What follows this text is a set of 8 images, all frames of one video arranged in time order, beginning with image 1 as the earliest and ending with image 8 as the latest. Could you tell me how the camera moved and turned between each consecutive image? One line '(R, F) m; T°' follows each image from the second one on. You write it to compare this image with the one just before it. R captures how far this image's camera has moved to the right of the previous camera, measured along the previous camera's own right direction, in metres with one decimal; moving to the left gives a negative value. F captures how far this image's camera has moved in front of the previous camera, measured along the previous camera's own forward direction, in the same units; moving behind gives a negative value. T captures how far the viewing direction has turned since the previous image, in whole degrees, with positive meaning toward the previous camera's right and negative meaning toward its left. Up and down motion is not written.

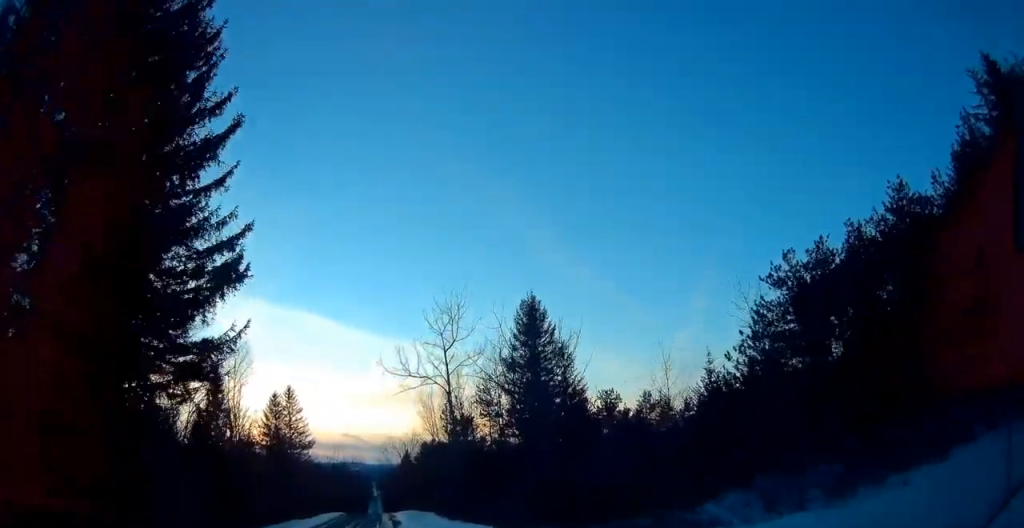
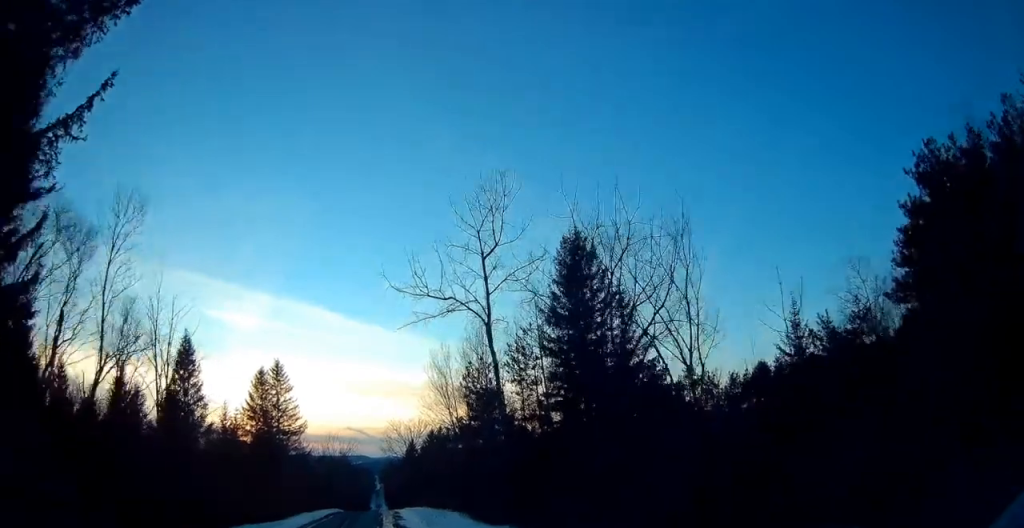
(+0.4, +14.4) m; 0°
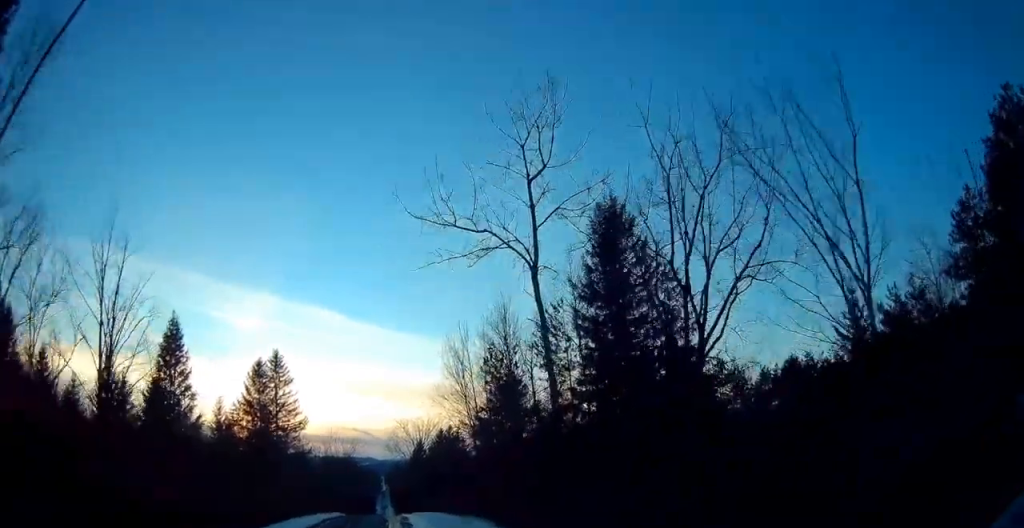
(-0.2, +6.6) m; -2°
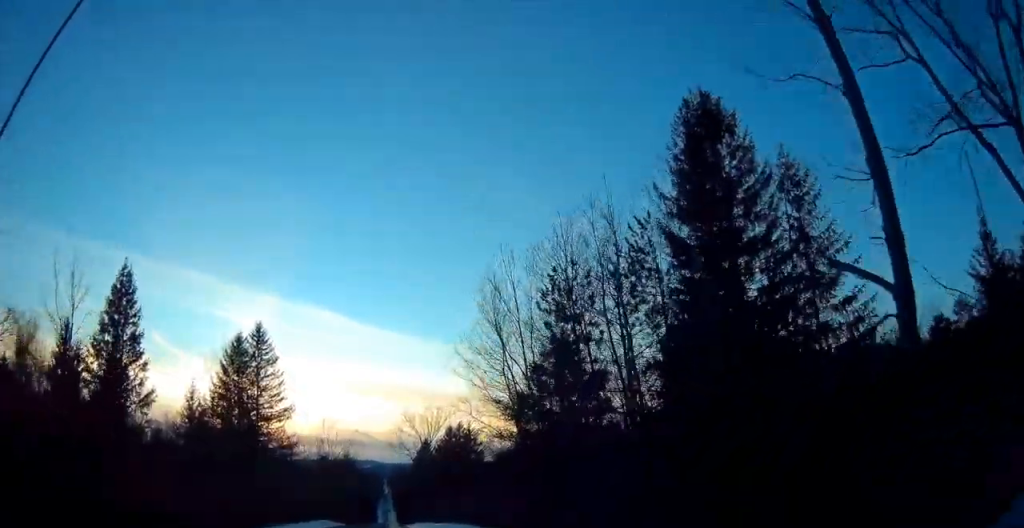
(-0.3, +14.0) m; +1°
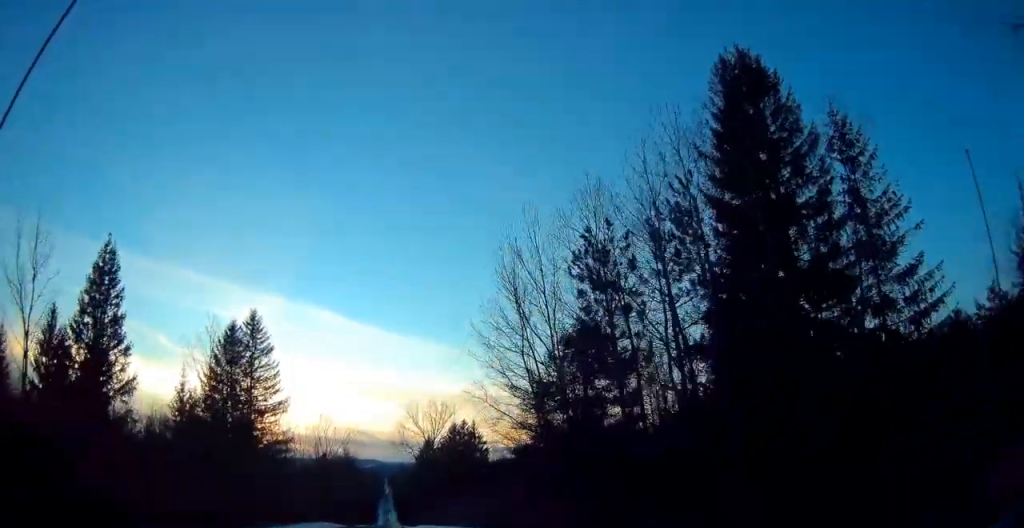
(+0.1, +4.2) m; +1°
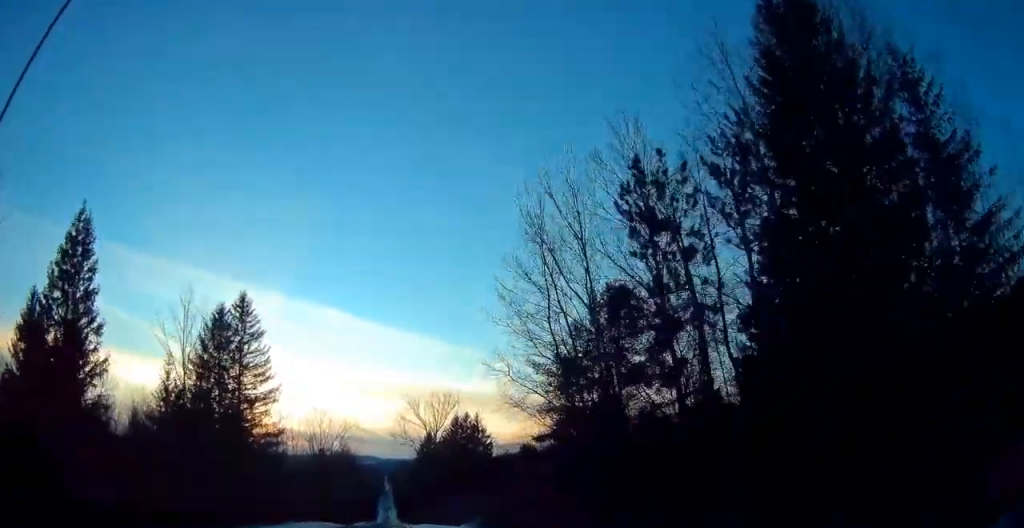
(+0.2, +5.0) m; 0°
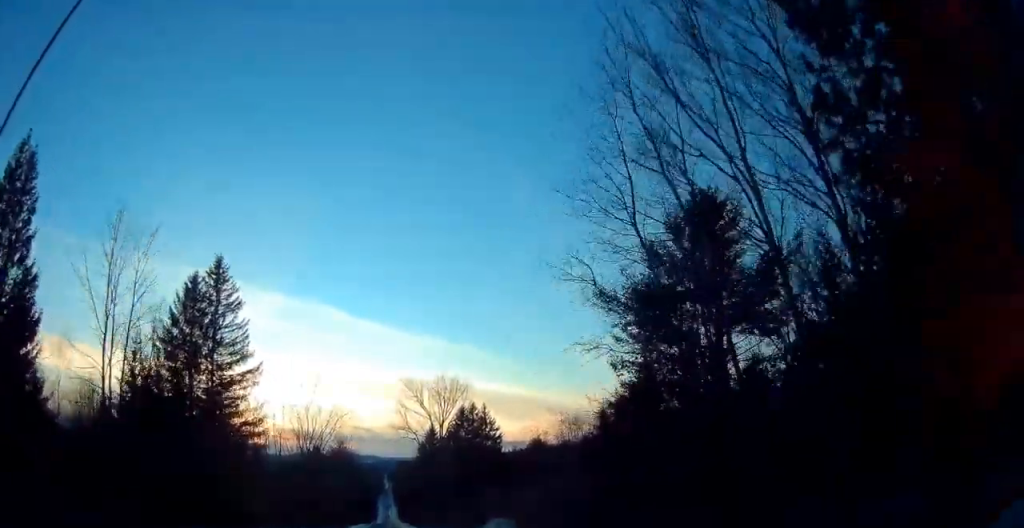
(-0.1, +9.3) m; -1°
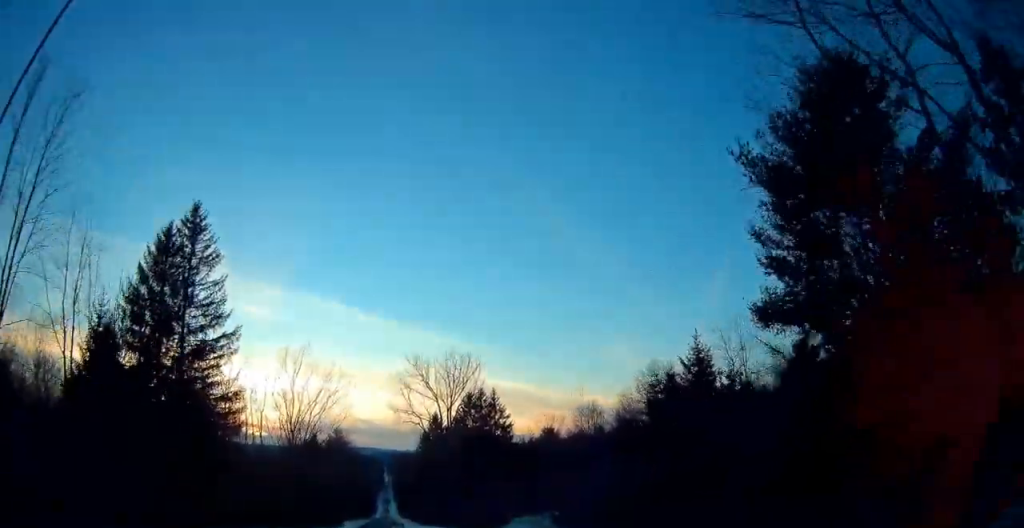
(-0.2, +8.5) m; -1°
